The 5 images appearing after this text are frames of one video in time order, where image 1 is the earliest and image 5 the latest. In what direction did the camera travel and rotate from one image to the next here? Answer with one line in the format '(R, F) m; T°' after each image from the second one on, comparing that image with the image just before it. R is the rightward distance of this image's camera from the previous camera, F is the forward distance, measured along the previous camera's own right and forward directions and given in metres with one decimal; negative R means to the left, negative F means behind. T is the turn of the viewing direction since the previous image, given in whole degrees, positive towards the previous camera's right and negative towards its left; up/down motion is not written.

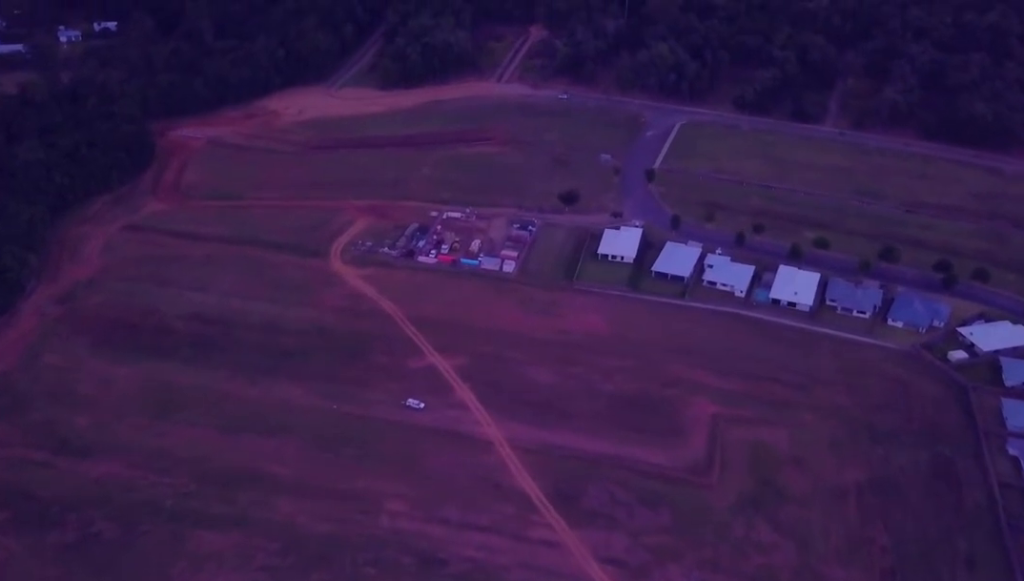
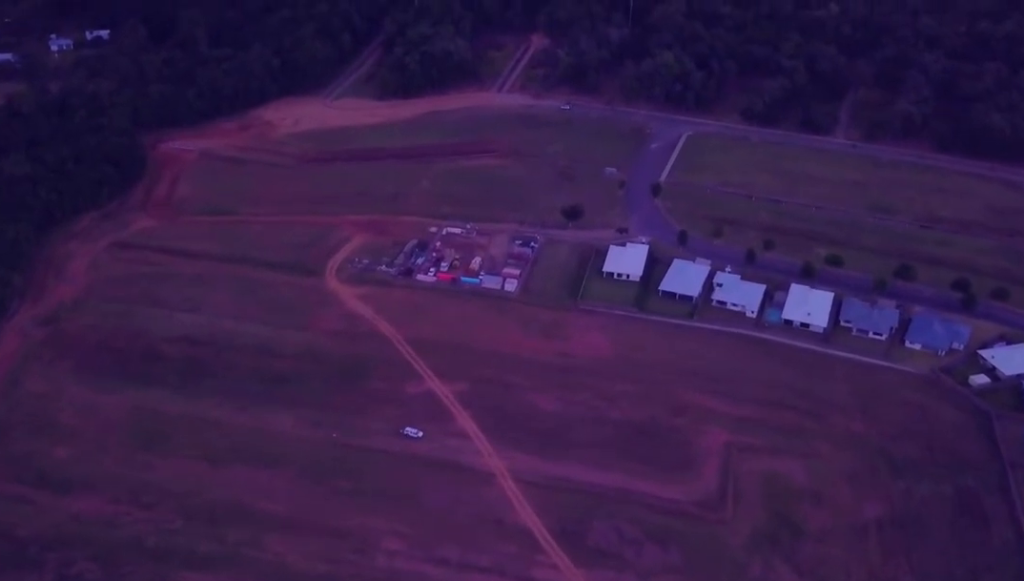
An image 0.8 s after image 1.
(0.0, +10.0) m; 0°
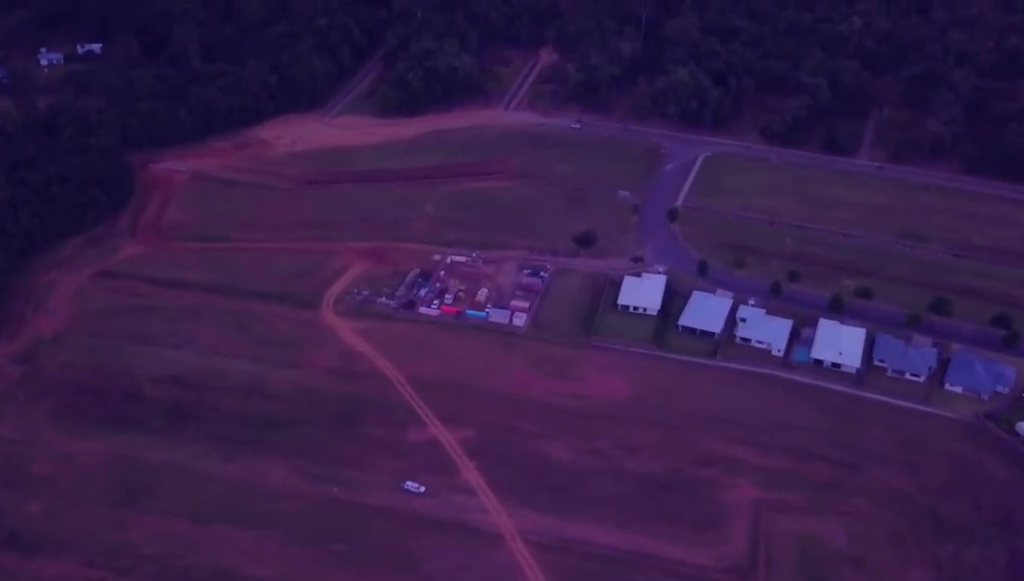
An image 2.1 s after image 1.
(0.0, +16.5) m; 0°
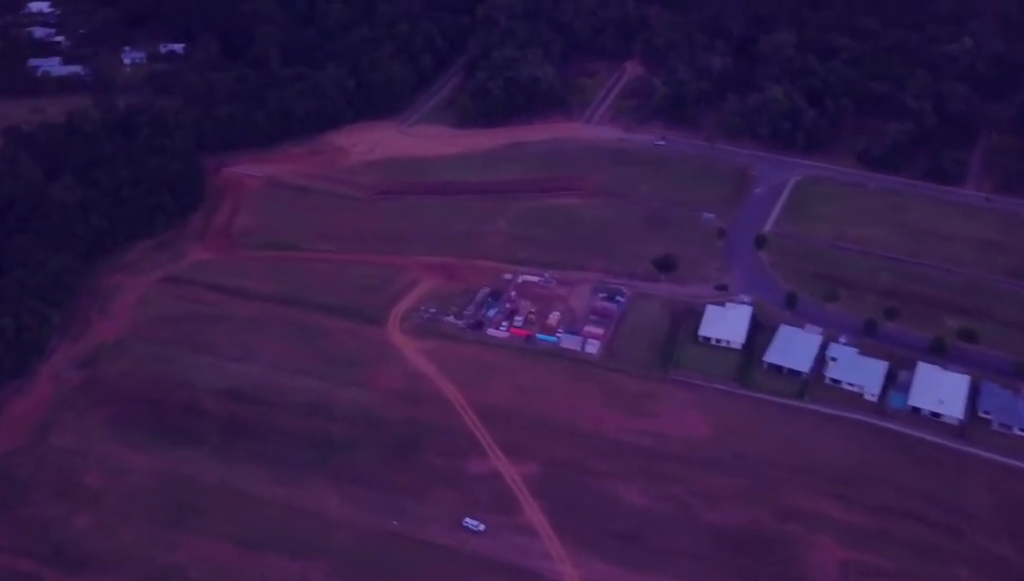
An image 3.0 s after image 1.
(0.0, +10.5) m; 0°
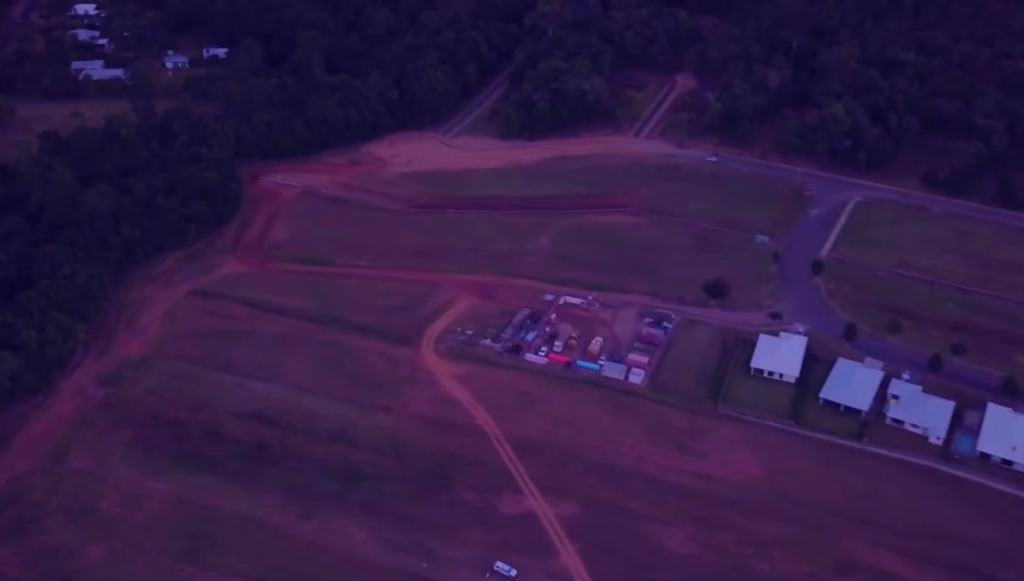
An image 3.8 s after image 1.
(0.0, +10.0) m; 0°
